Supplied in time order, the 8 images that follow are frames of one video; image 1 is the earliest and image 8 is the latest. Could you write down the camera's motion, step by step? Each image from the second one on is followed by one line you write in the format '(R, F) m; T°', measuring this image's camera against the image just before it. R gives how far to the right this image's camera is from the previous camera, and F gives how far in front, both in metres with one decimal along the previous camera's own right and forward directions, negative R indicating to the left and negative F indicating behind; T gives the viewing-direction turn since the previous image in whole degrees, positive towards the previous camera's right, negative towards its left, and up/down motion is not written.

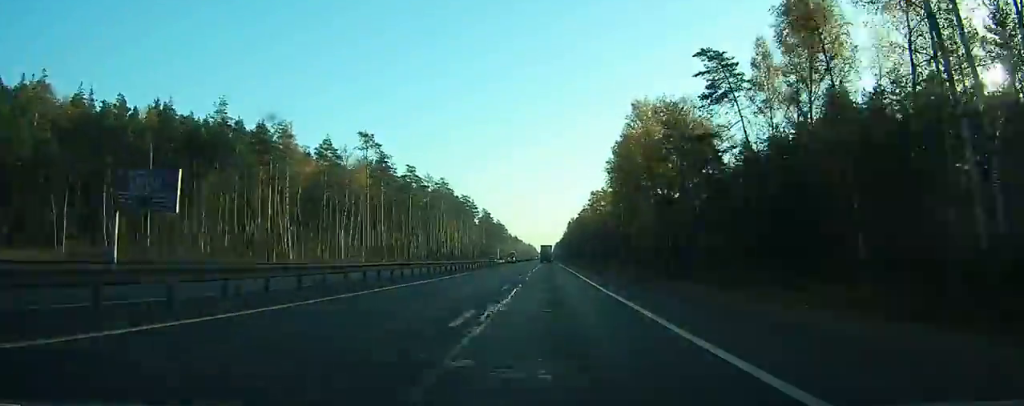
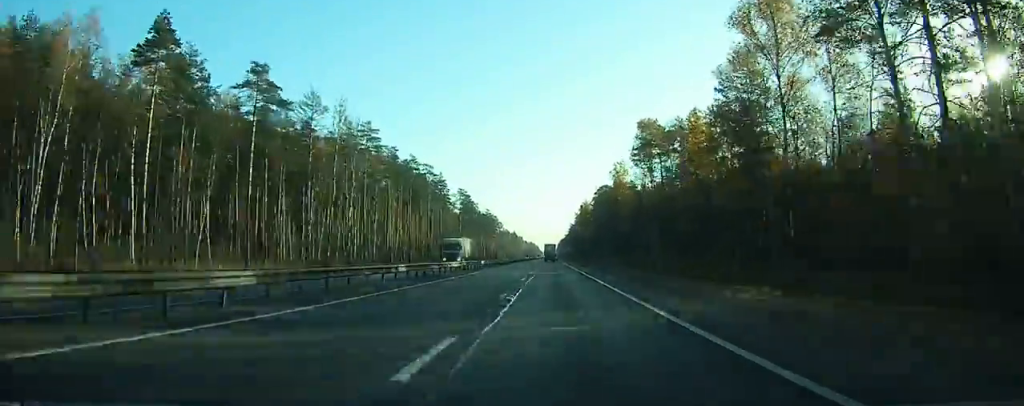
(-0.2, +75.8) m; 0°
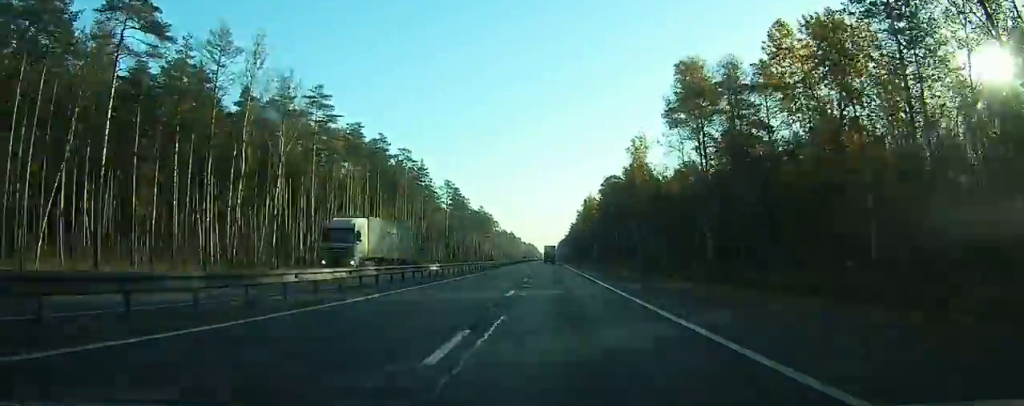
(-0.1, +22.9) m; 0°
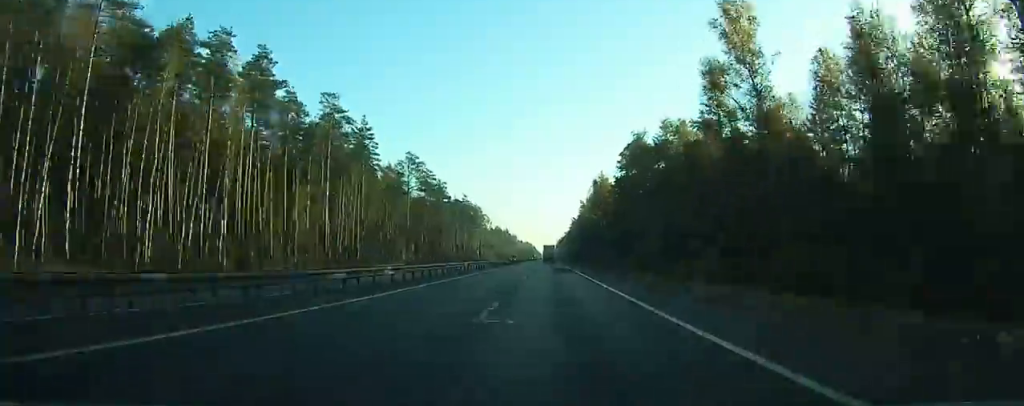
(+0.1, +42.9) m; 0°
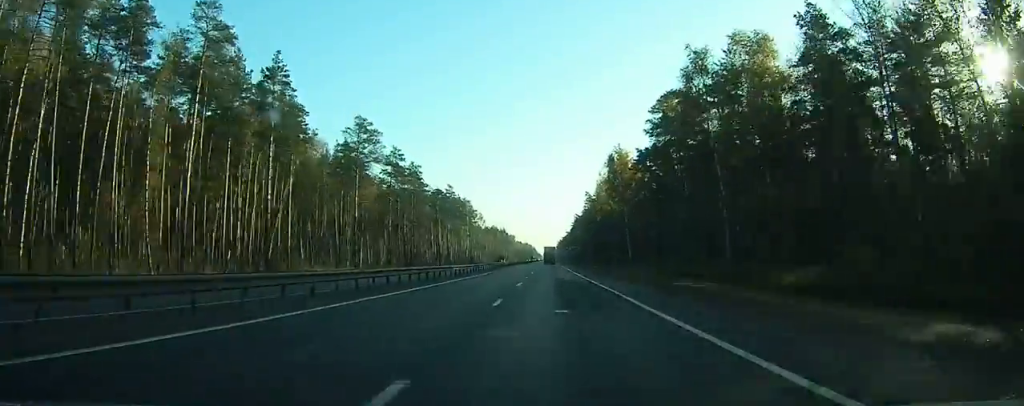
(0.0, +32.4) m; 0°
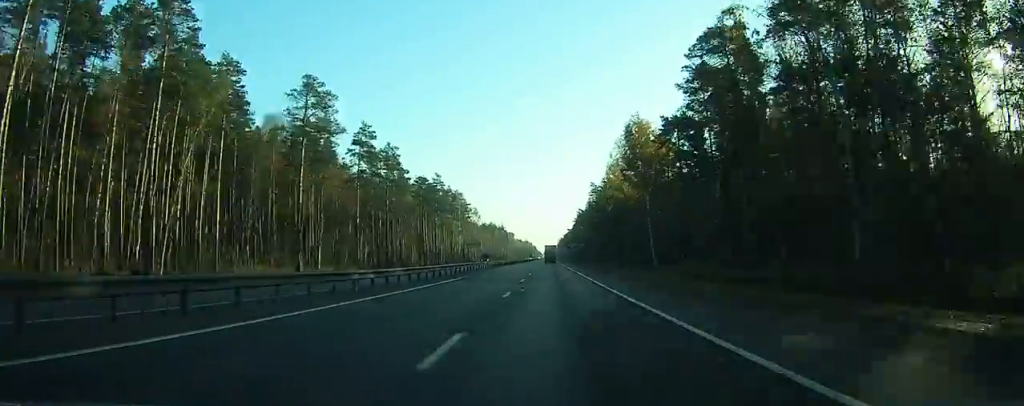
(0.0, +20.2) m; 0°
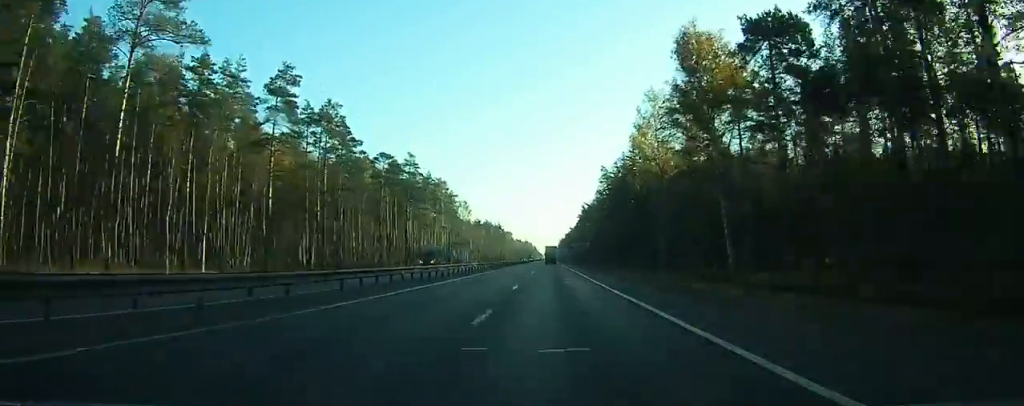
(0.0, +31.4) m; 0°
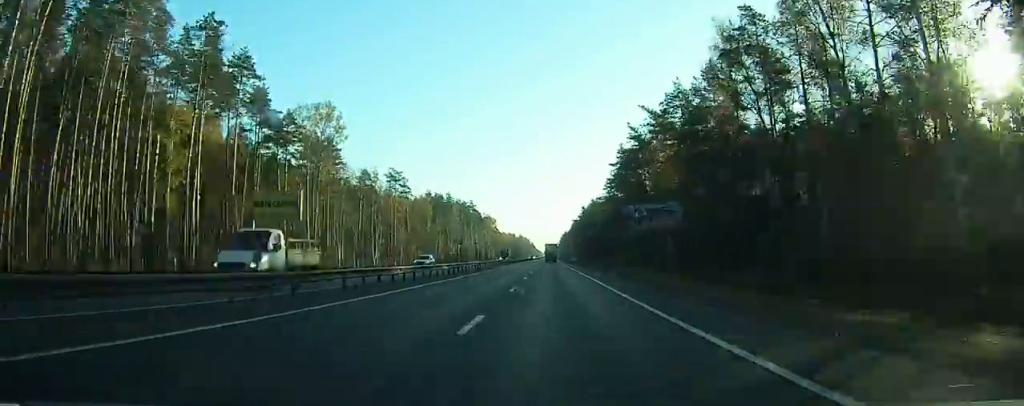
(+0.2, +132.8) m; 0°
